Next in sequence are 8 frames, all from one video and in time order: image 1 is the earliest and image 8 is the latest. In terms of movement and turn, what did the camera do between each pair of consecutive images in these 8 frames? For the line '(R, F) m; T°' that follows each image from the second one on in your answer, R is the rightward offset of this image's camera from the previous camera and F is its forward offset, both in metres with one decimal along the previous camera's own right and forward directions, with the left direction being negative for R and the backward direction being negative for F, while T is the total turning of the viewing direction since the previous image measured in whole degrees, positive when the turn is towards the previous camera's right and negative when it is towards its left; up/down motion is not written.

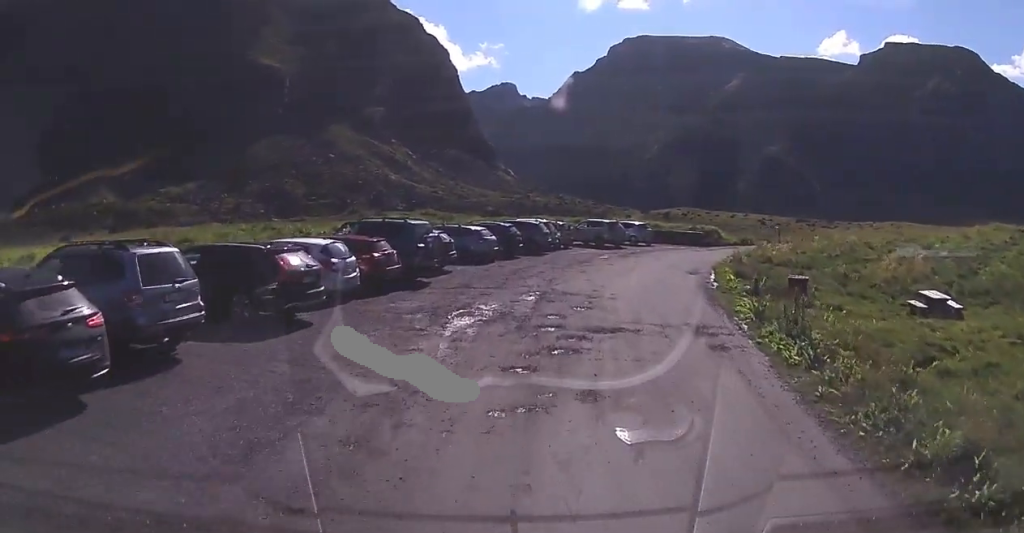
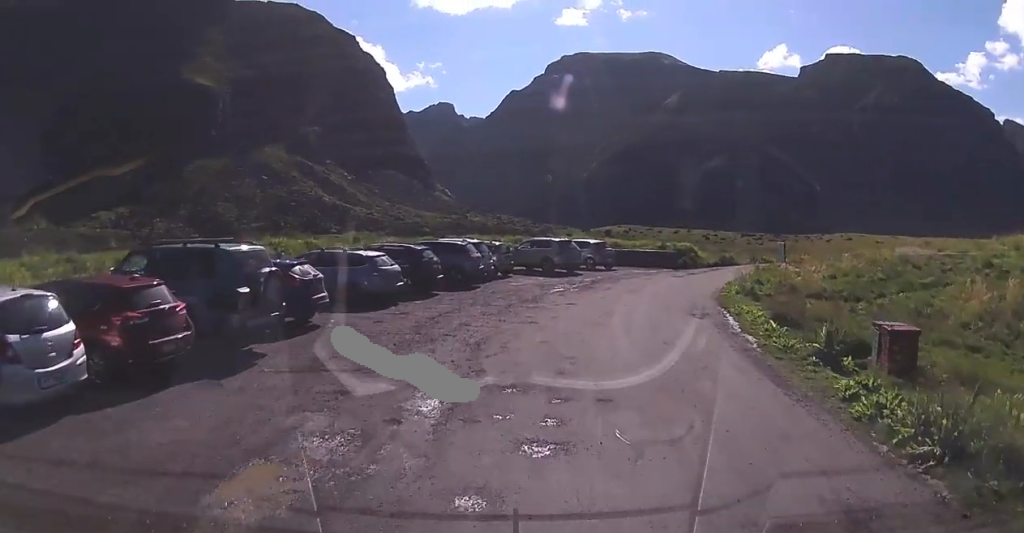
(+0.1, +9.6) m; +3°
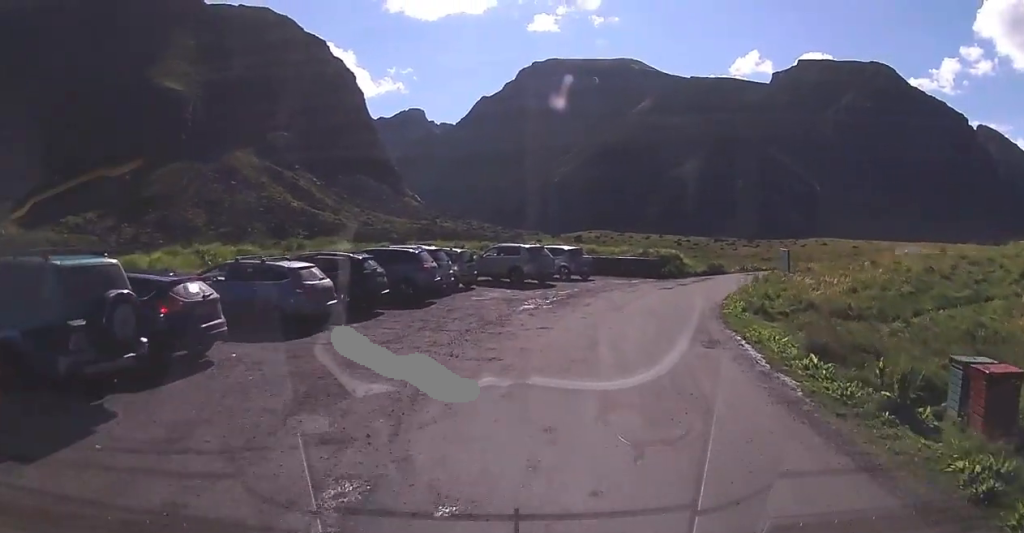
(0.0, +3.8) m; +2°
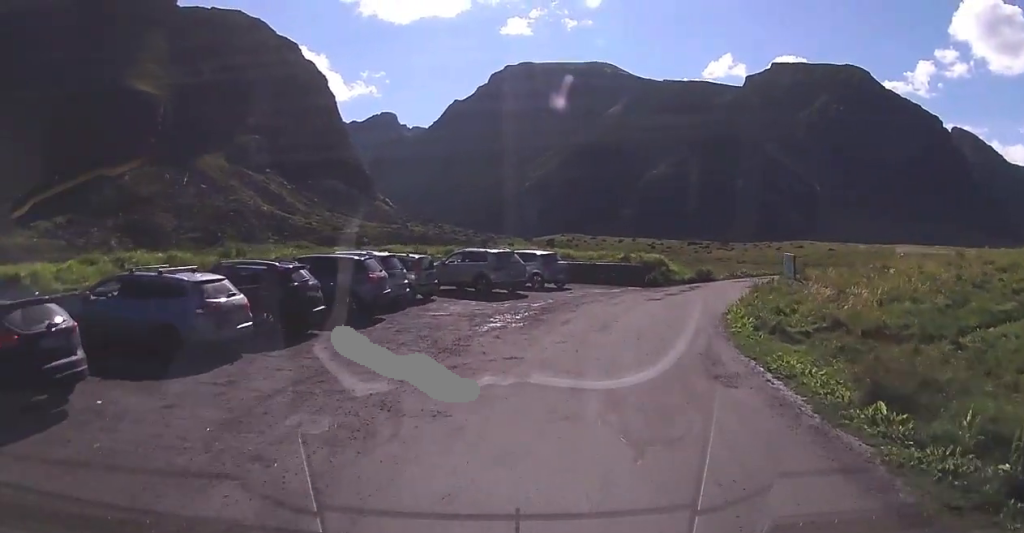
(+0.1, +3.1) m; +4°
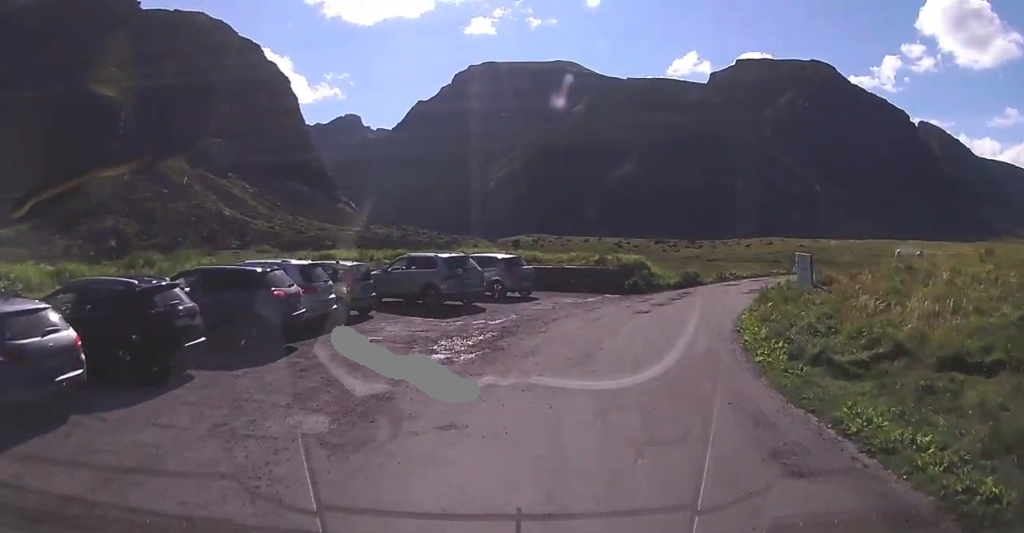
(+0.2, +4.0) m; +4°
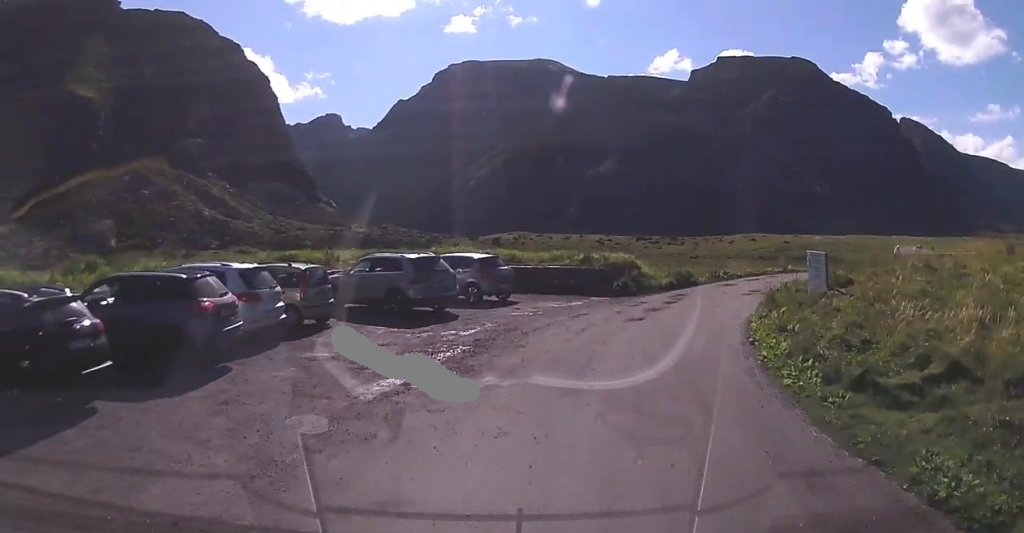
(0.0, +2.2) m; +1°
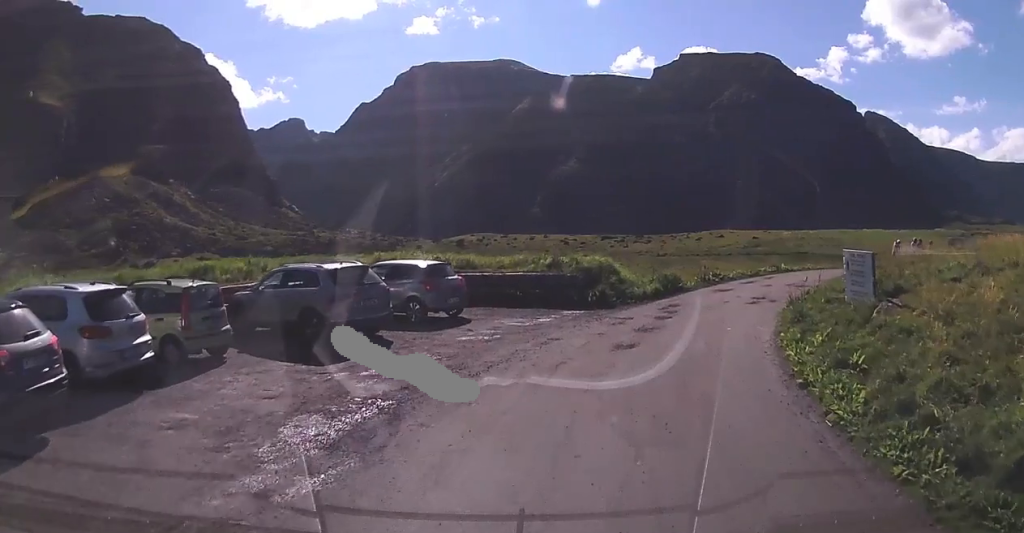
(0.0, +4.6) m; +2°
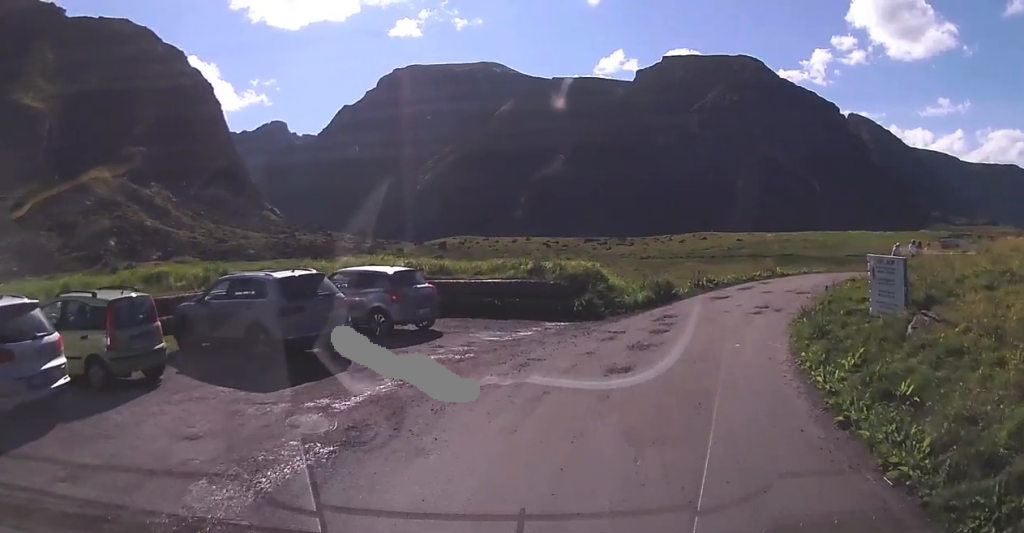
(0.0, +2.3) m; +2°
